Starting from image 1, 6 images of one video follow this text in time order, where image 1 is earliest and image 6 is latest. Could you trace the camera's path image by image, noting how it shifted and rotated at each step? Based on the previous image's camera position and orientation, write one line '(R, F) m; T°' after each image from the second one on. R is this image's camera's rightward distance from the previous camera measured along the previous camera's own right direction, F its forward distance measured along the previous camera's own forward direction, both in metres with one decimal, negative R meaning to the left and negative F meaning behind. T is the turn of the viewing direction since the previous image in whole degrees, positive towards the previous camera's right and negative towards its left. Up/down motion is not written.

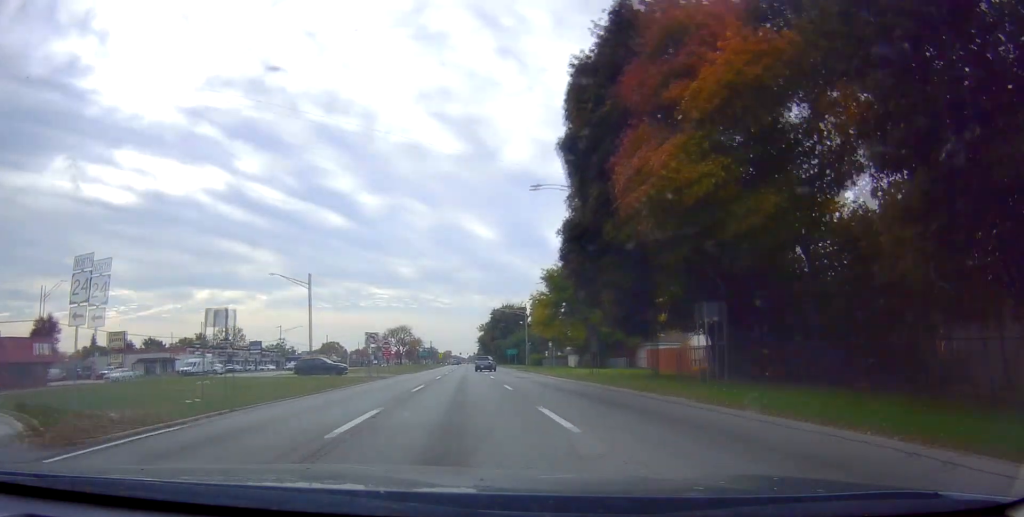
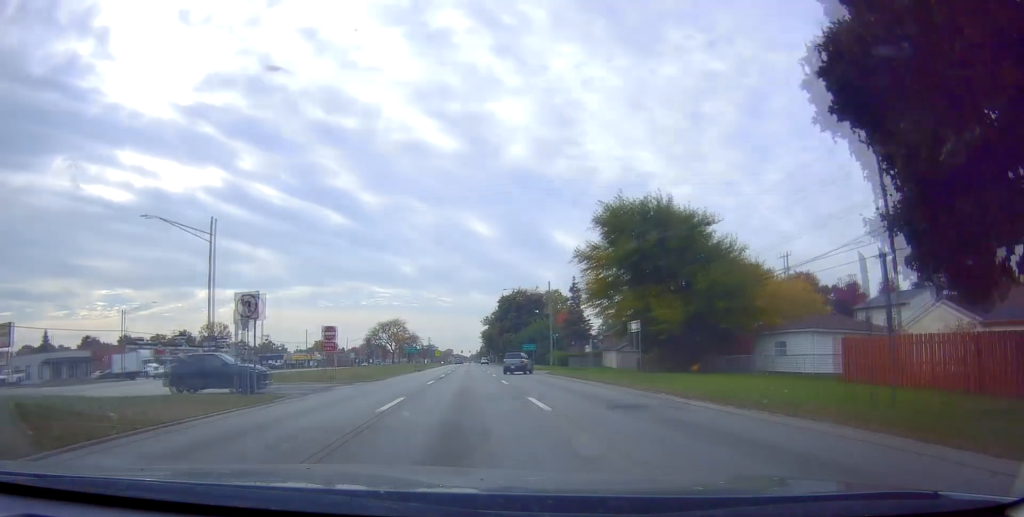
(+0.2, +26.1) m; 0°
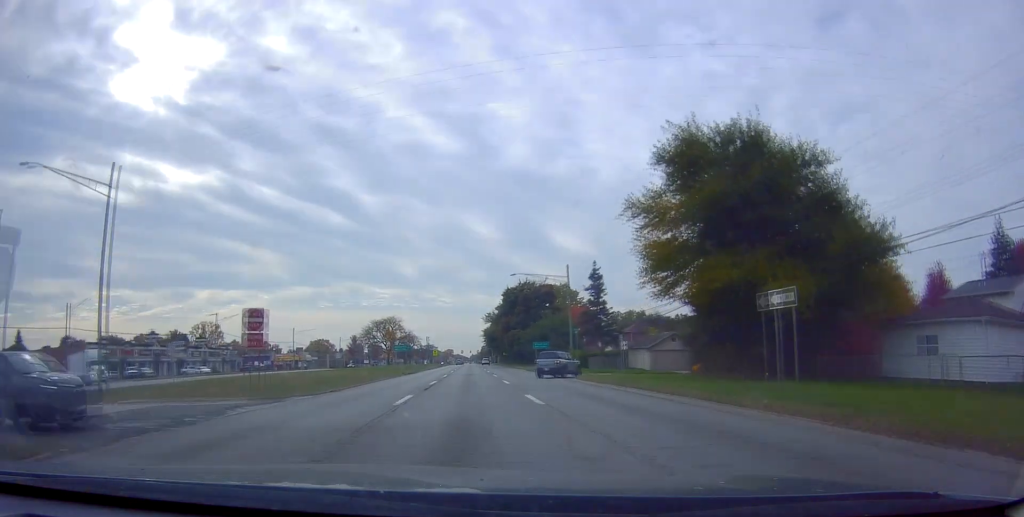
(-0.3, +13.2) m; 0°
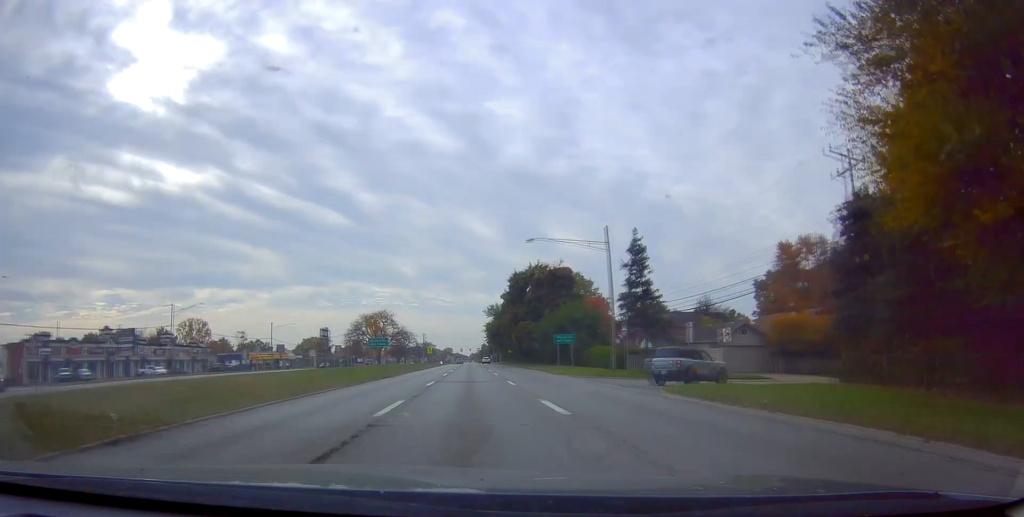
(+0.6, +17.5) m; +1°
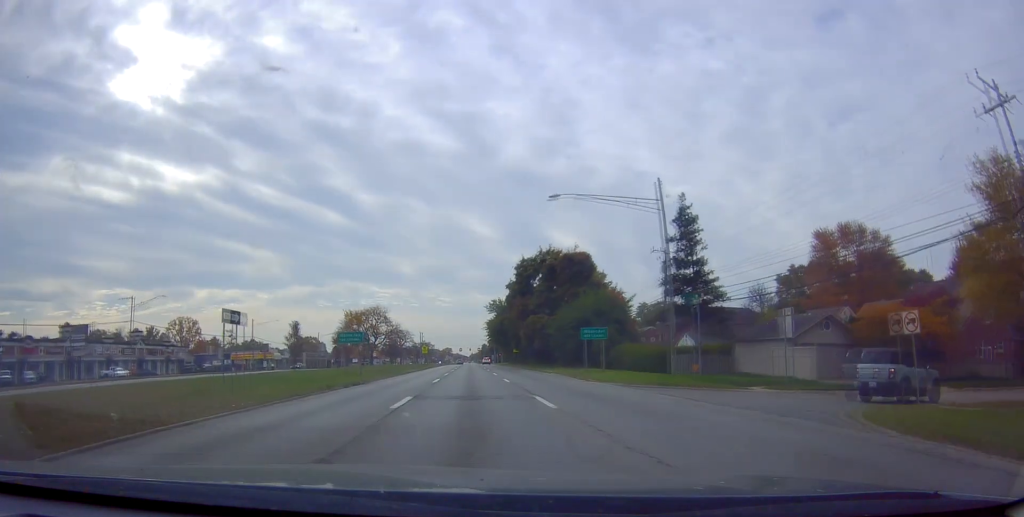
(-0.2, +12.4) m; 0°
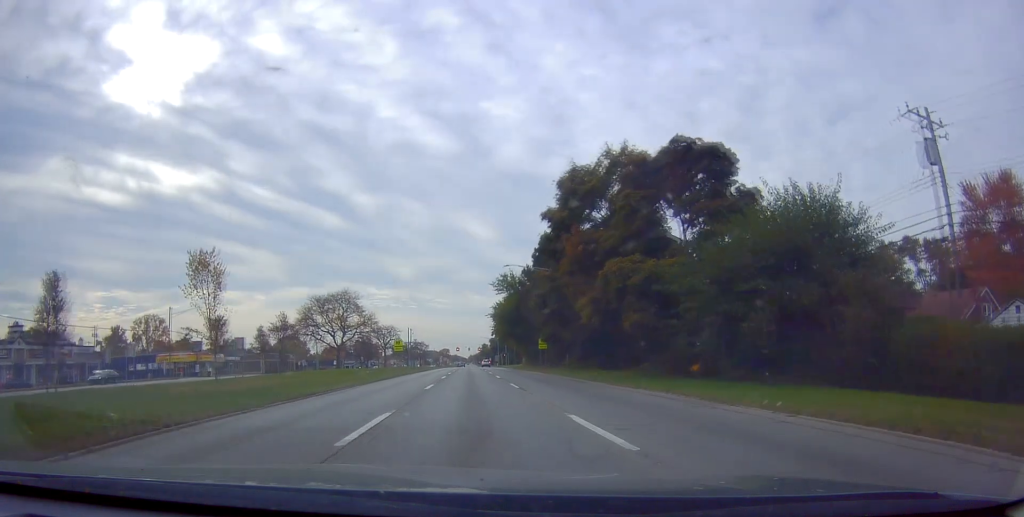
(+0.3, +36.8) m; 0°
